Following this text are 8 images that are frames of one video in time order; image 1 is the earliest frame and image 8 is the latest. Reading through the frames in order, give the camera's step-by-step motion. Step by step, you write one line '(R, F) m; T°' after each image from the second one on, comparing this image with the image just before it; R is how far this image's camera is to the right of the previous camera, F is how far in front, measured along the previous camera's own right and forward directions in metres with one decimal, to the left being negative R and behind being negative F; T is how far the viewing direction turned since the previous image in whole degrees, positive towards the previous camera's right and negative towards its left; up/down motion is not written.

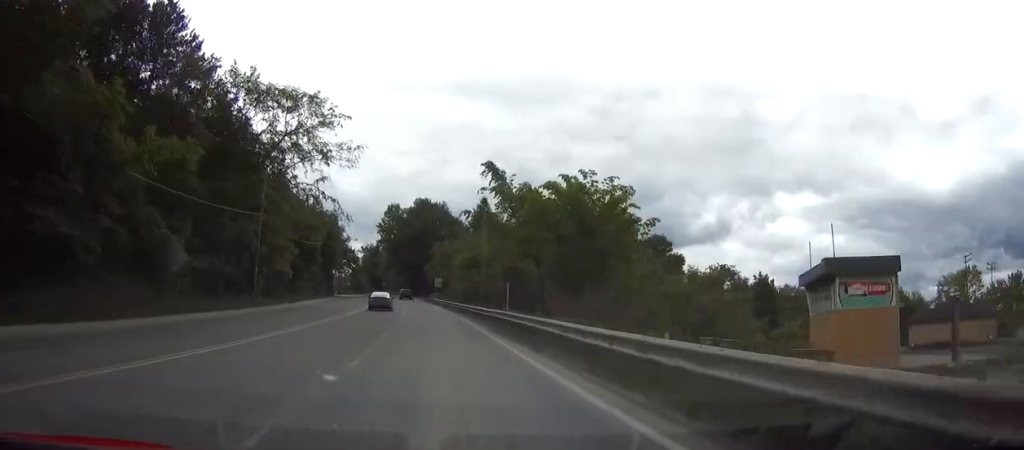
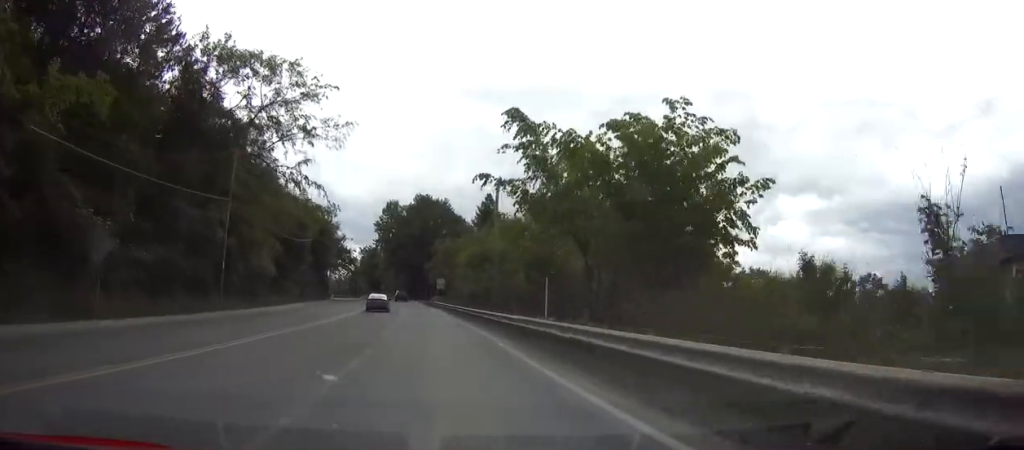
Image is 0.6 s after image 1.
(0.0, +9.4) m; 0°
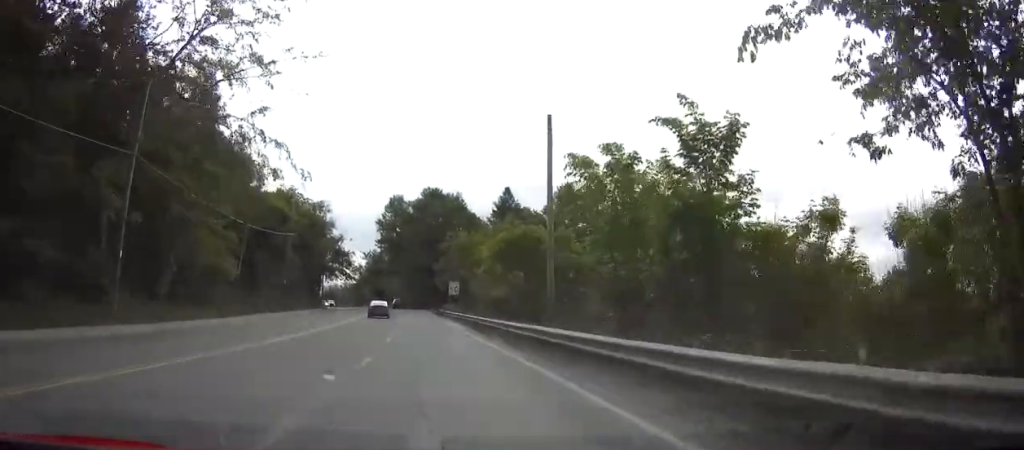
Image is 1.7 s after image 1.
(-0.1, +17.2) m; -1°
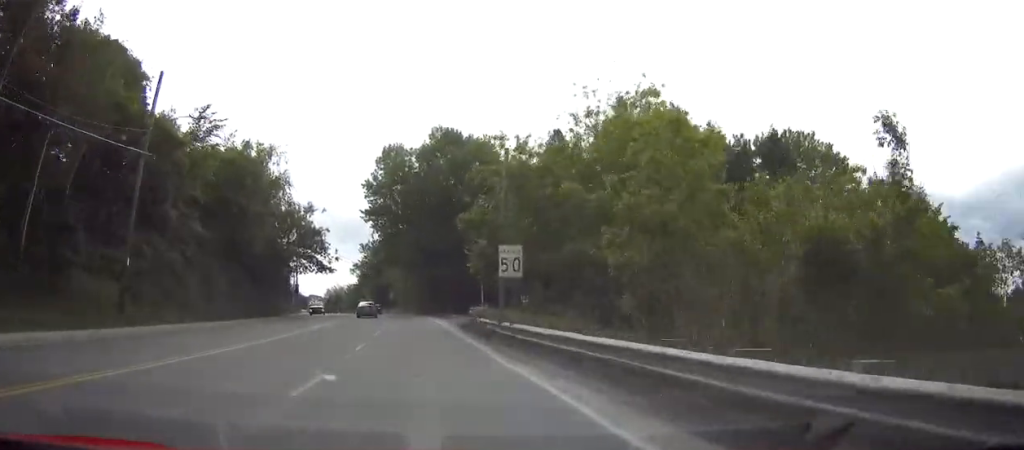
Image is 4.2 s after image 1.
(-0.3, +39.3) m; -2°
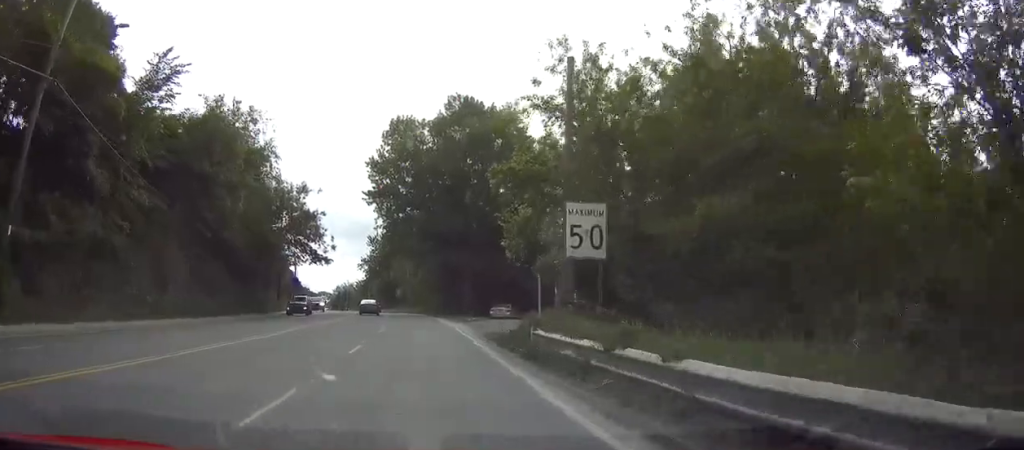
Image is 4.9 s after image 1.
(-0.2, +11.0) m; -1°
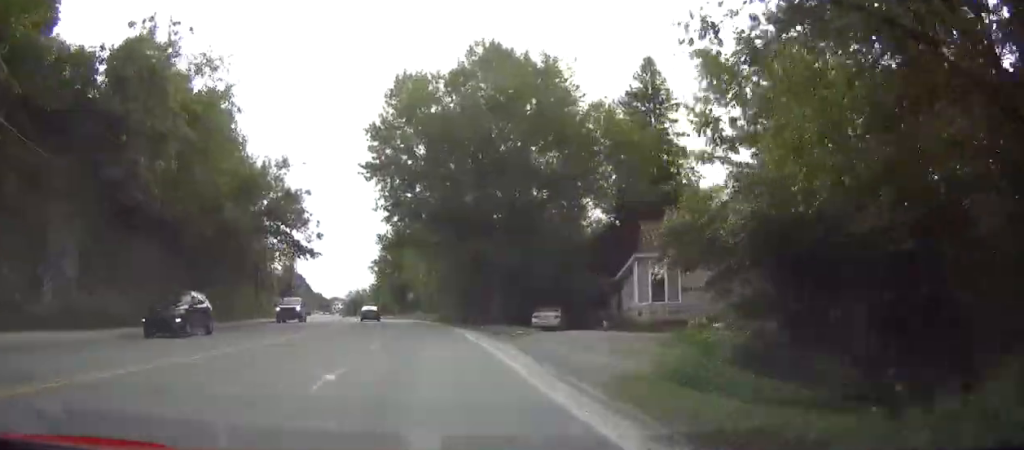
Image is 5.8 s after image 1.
(-0.1, +14.7) m; -1°
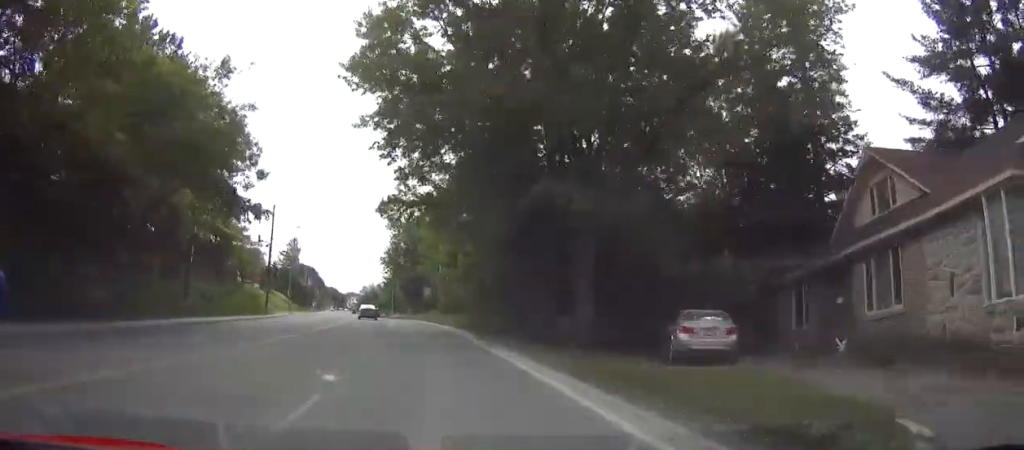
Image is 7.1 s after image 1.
(-0.3, +20.3) m; -1°
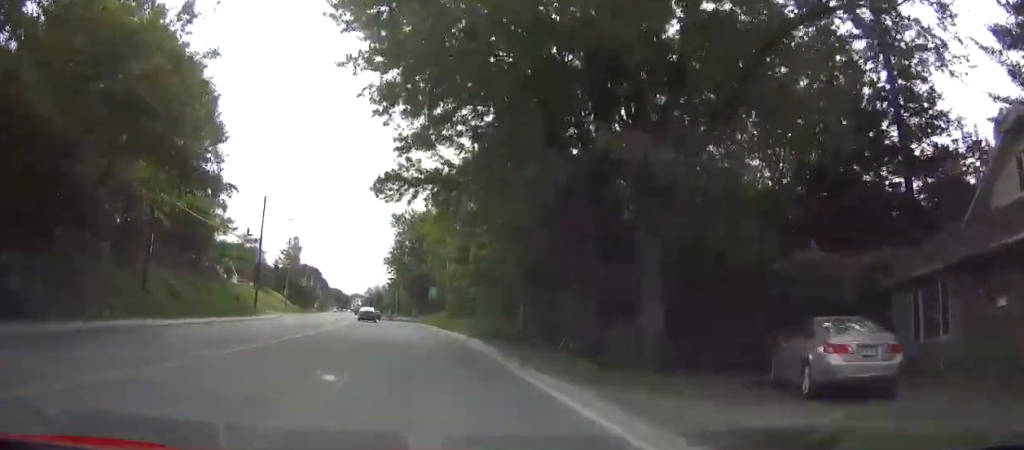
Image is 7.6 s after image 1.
(0.0, +6.7) m; -1°
